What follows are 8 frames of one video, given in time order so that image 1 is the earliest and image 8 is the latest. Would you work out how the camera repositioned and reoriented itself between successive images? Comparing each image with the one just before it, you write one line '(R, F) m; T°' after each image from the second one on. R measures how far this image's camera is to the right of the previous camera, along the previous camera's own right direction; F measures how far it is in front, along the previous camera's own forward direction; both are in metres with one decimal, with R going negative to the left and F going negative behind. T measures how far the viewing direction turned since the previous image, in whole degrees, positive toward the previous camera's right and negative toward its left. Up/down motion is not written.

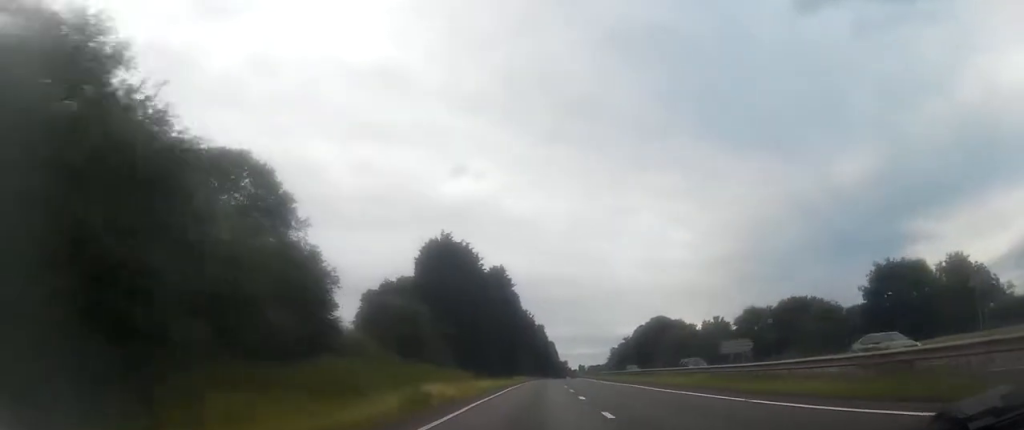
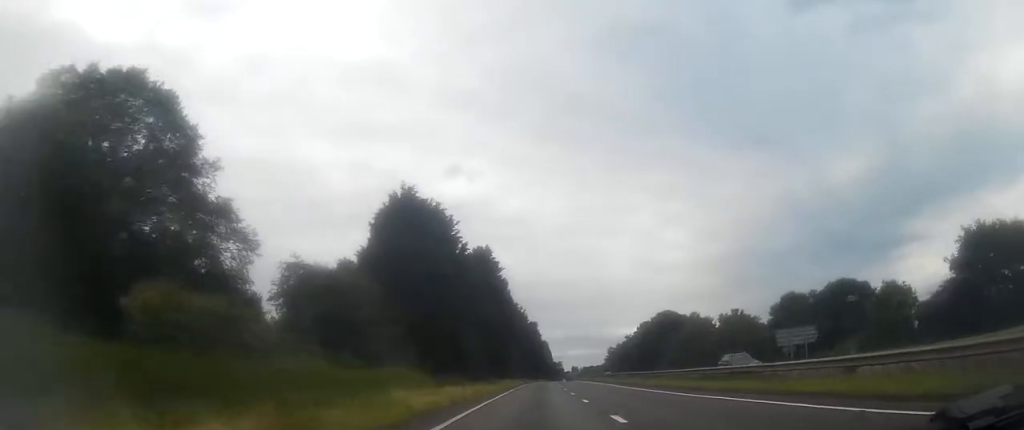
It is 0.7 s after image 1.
(+0.3, +19.0) m; +1°
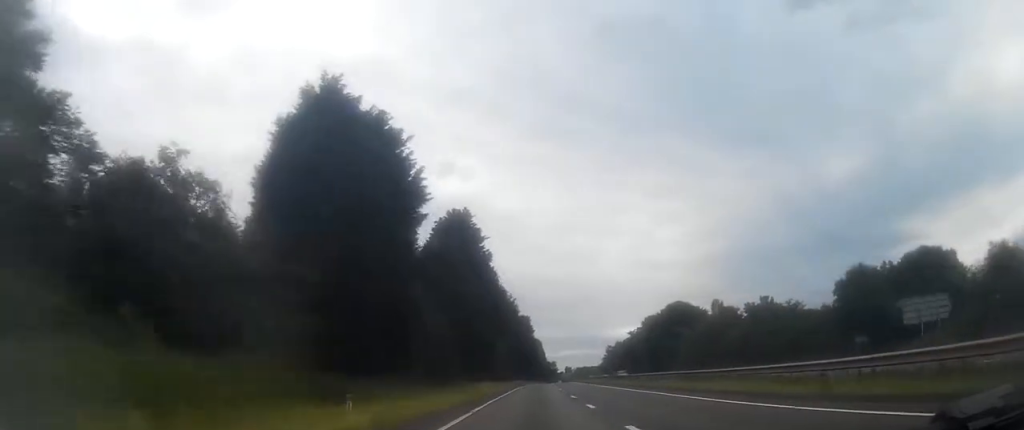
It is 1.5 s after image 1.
(+0.3, +20.8) m; +1°
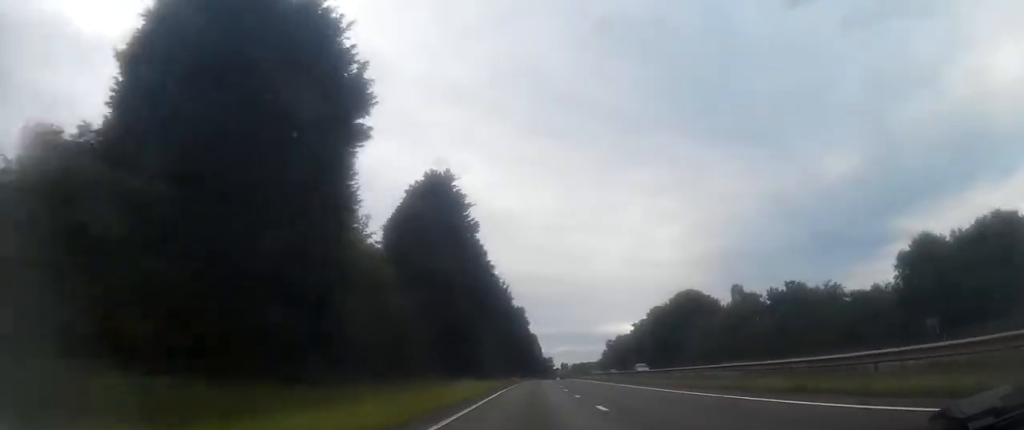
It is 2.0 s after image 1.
(+0.1, +13.0) m; 0°
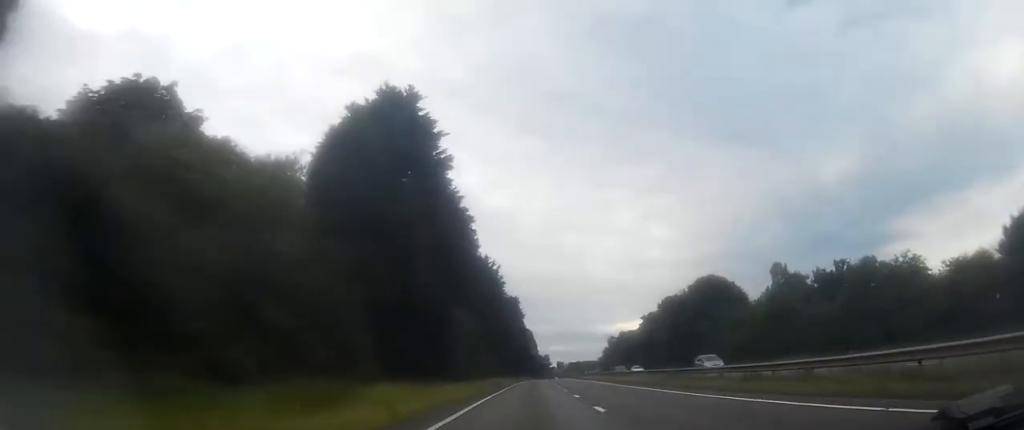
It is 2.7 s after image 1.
(0.0, +18.1) m; 0°
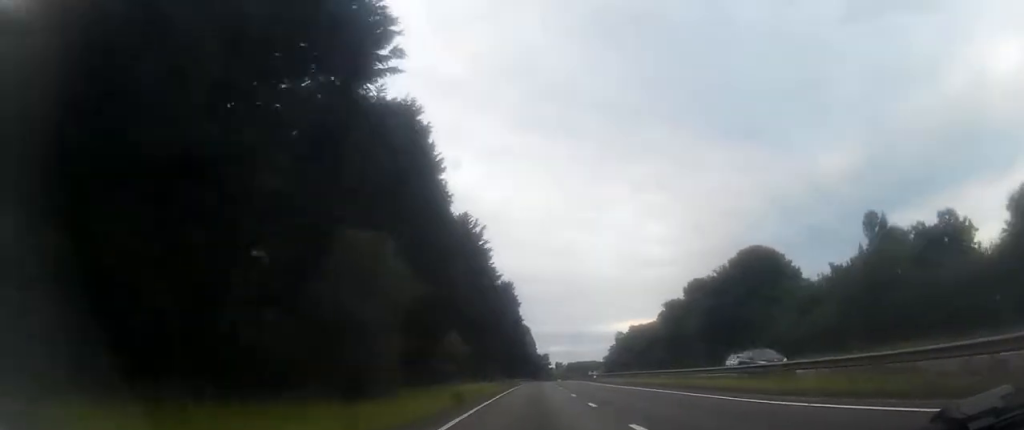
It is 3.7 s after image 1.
(+0.1, +24.0) m; +1°
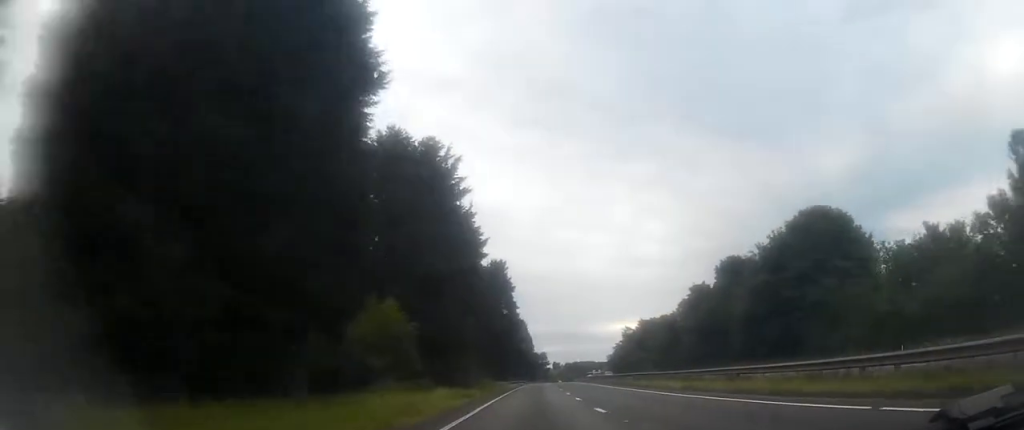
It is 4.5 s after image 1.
(+0.1, +20.7) m; 0°
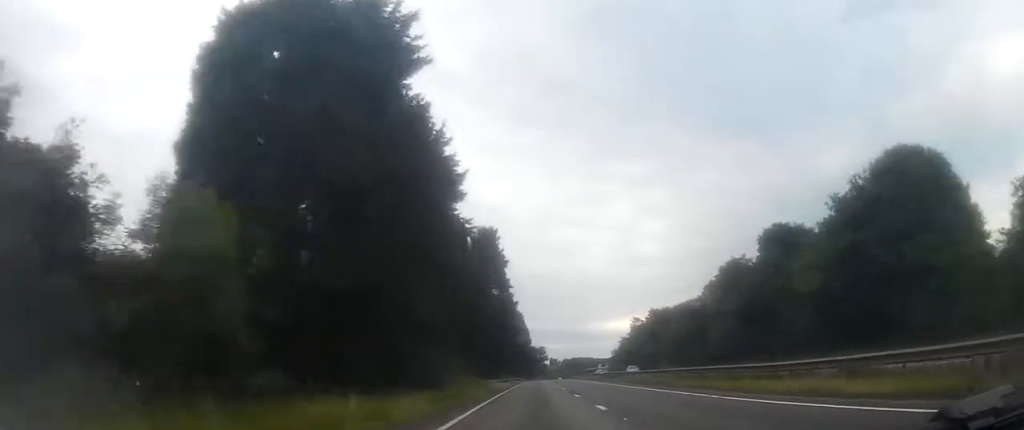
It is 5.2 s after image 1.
(0.0, +18.2) m; 0°
